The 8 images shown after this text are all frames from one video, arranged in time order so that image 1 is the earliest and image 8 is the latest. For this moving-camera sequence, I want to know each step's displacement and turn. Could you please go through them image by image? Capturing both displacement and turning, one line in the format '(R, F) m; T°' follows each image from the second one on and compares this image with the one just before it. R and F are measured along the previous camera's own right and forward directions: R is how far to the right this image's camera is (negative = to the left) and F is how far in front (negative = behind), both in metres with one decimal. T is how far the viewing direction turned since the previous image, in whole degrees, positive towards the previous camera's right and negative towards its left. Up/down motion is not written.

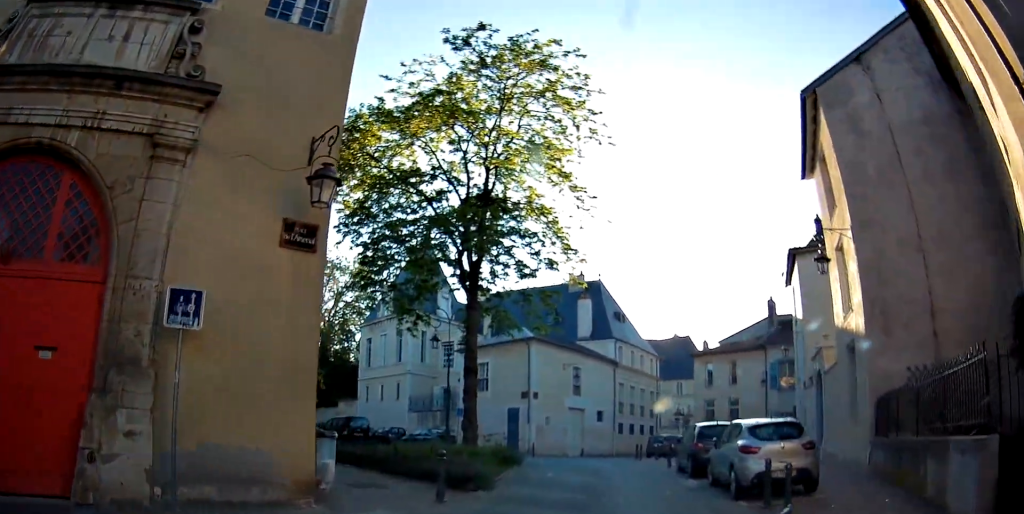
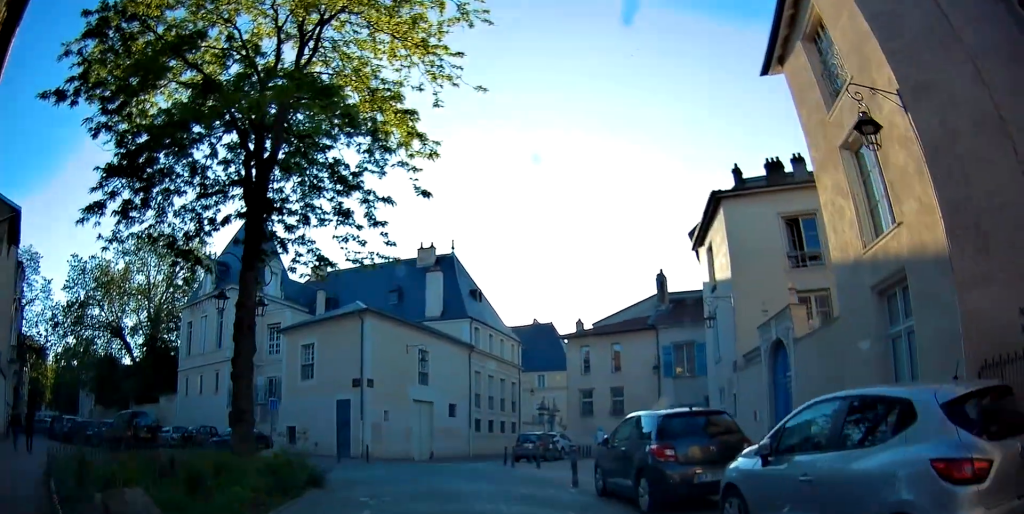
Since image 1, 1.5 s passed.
(+1.5, +8.6) m; +10°
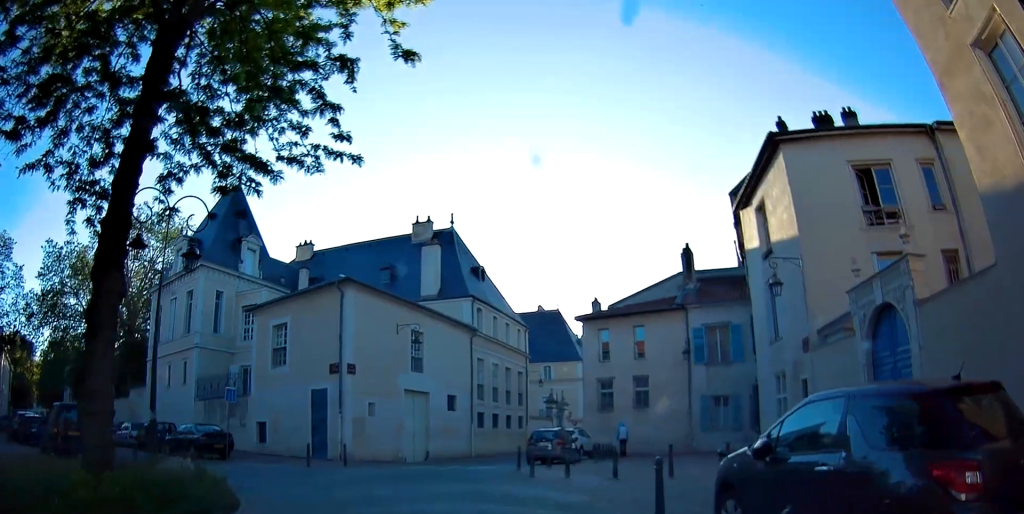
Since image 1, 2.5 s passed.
(0.0, +5.6) m; -3°
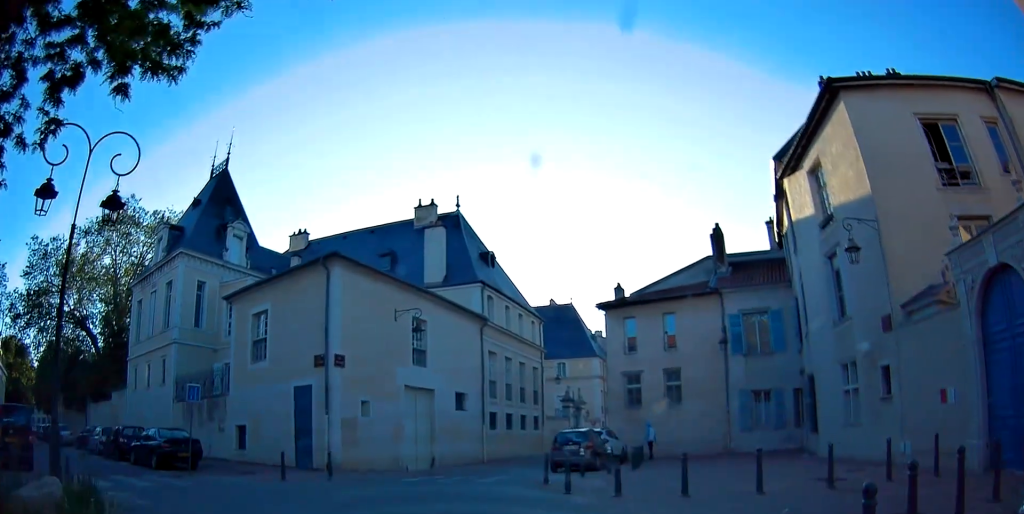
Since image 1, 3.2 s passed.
(-0.1, +4.1) m; -5°
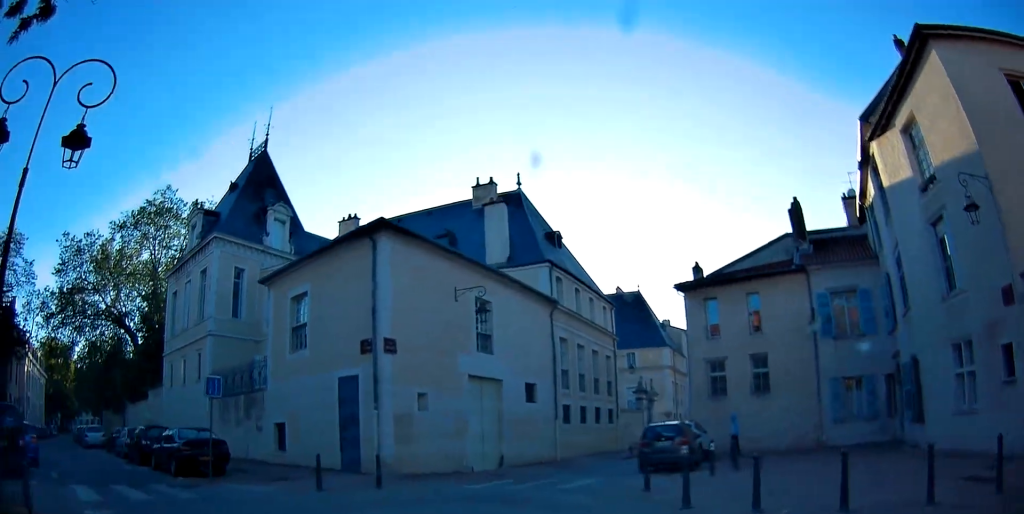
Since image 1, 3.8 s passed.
(-0.2, +3.2) m; -5°
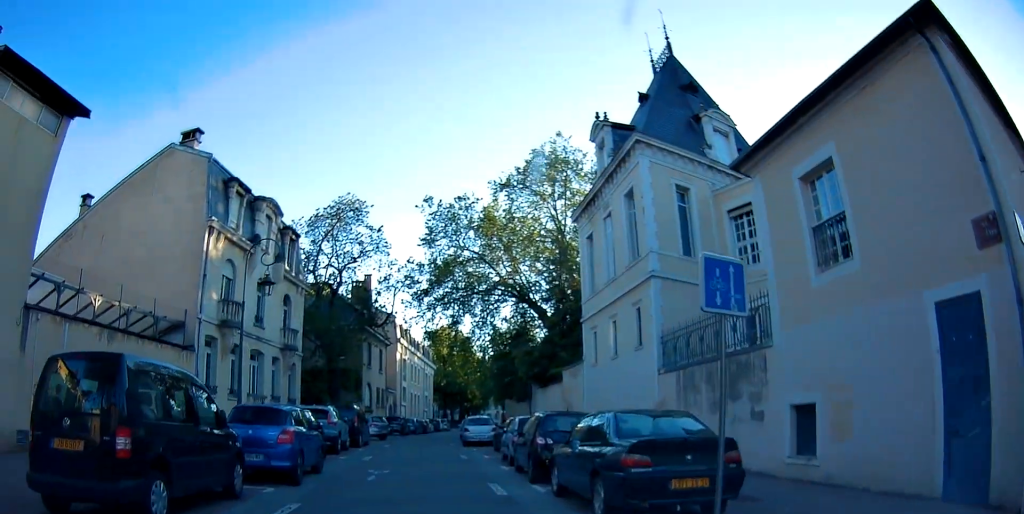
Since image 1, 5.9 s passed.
(-2.9, +8.8) m; -32°
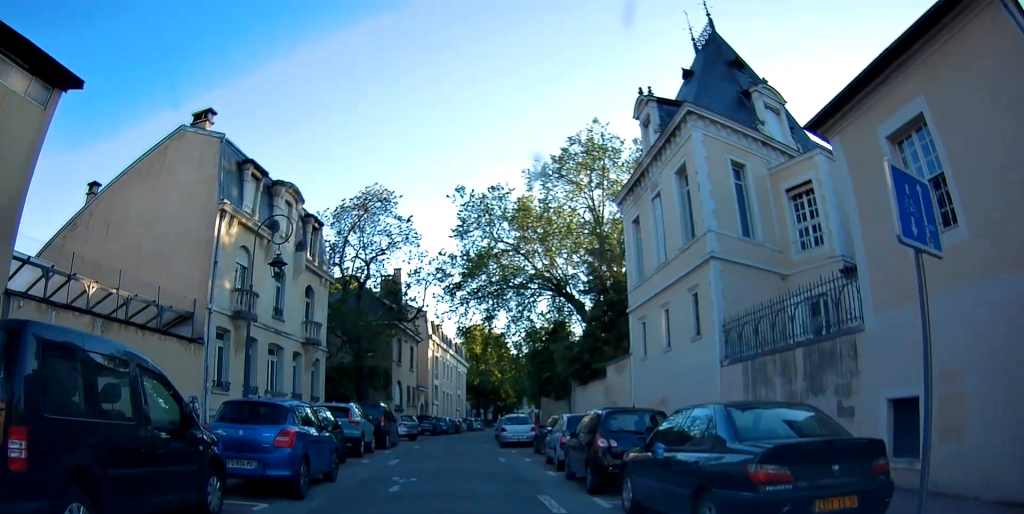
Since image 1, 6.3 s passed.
(+0.1, +2.0) m; +1°
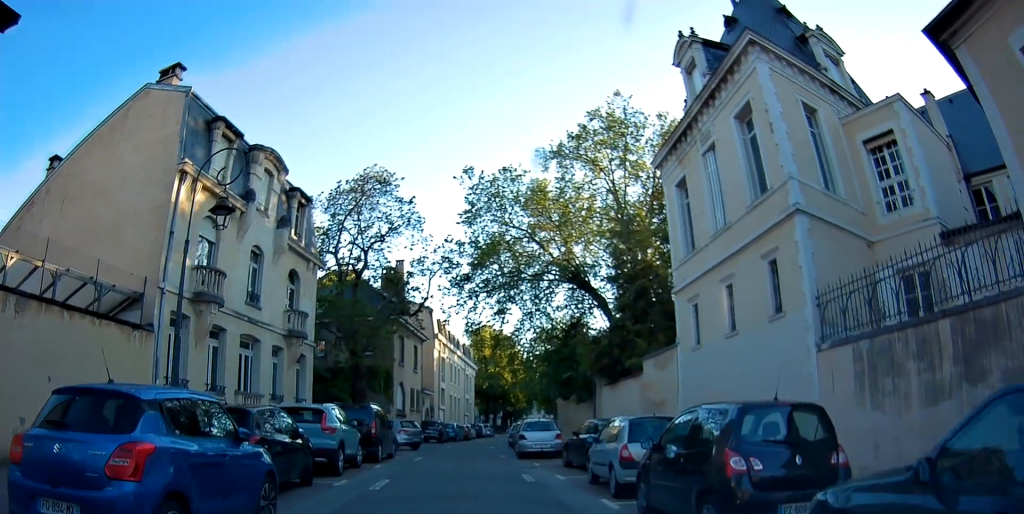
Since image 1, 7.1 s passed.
(+0.1, +3.9) m; +1°
